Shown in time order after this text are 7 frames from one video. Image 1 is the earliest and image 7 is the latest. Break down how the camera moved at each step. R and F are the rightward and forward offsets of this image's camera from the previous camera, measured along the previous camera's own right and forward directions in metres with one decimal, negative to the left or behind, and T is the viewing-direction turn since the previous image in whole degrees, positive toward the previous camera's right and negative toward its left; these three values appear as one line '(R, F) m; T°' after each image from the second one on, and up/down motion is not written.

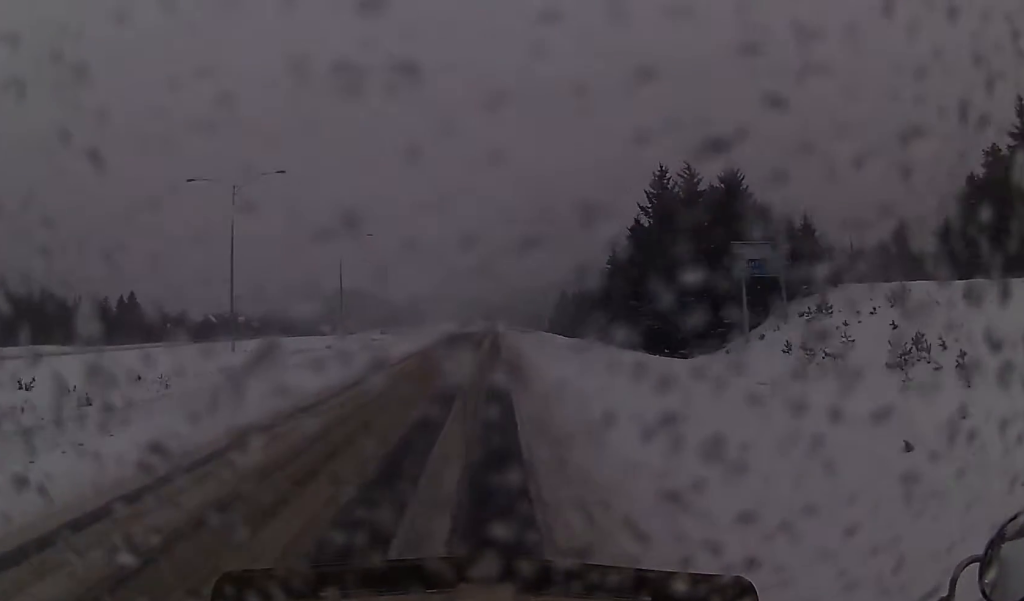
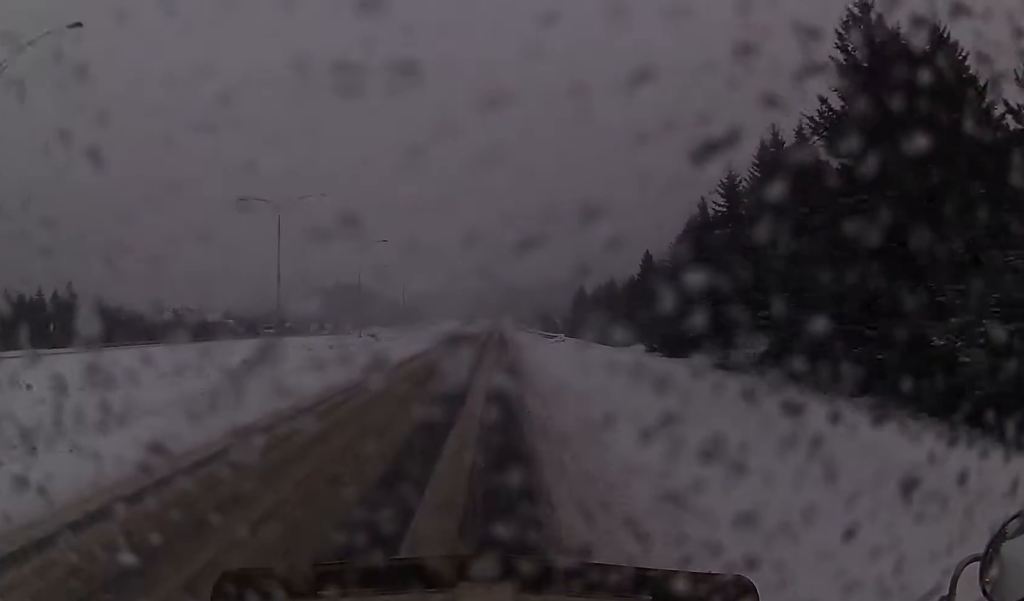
(-0.5, +37.1) m; -1°
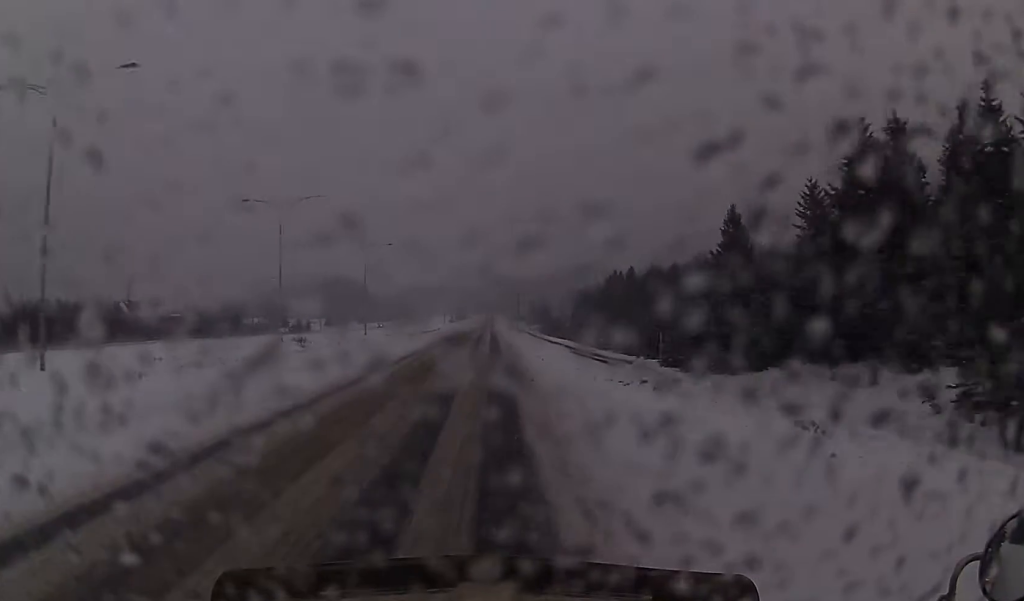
(0.0, +42.8) m; -1°
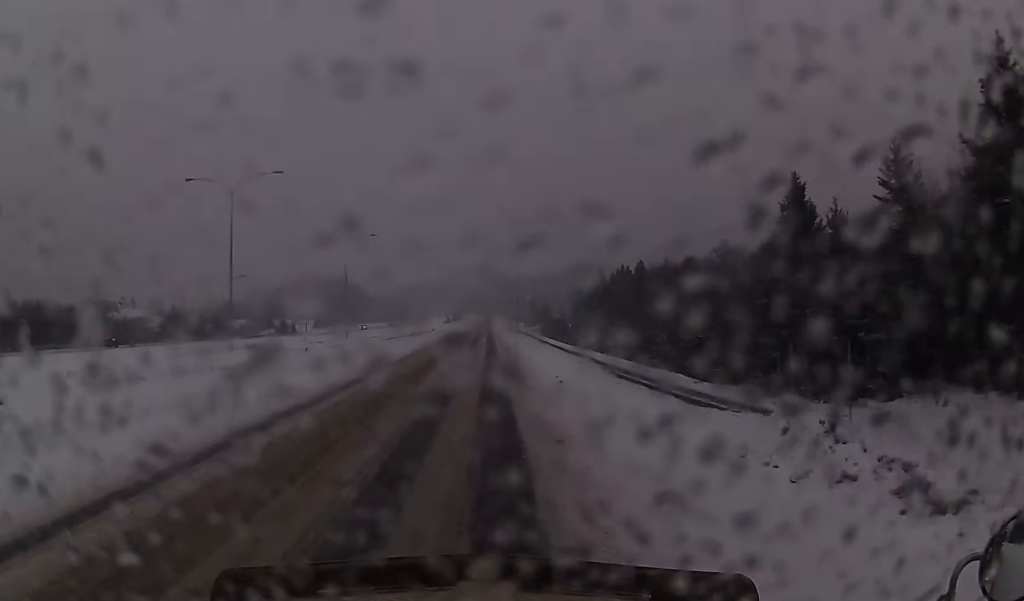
(+0.2, +15.0) m; +1°
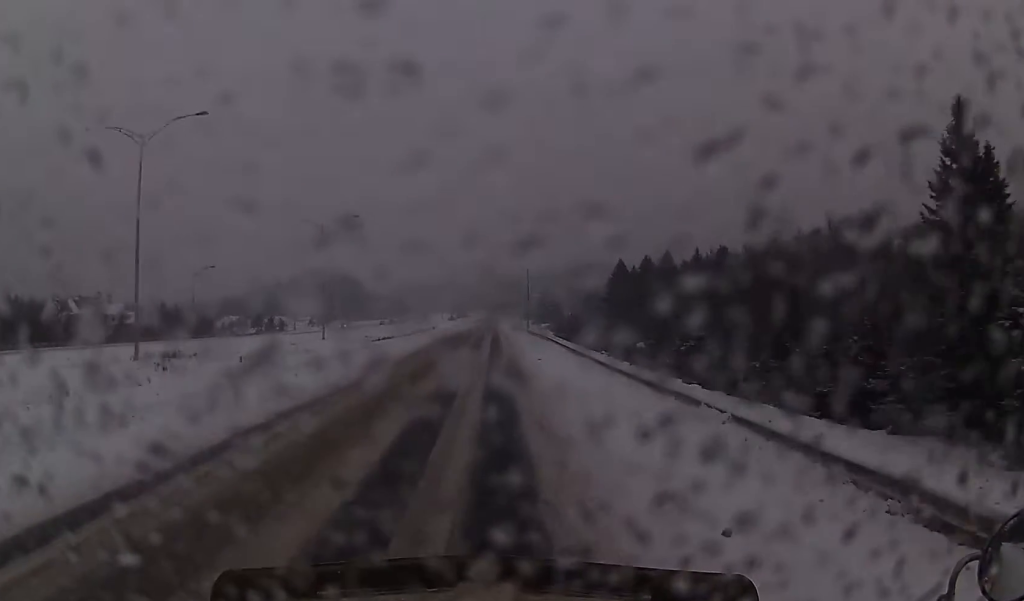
(0.0, +20.2) m; 0°
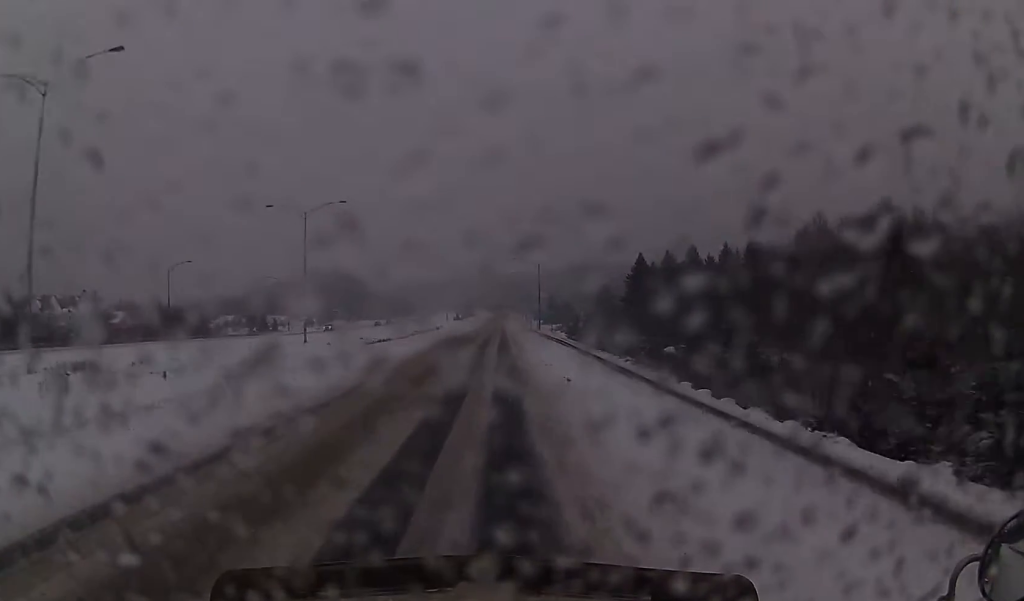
(0.0, +13.4) m; 0°
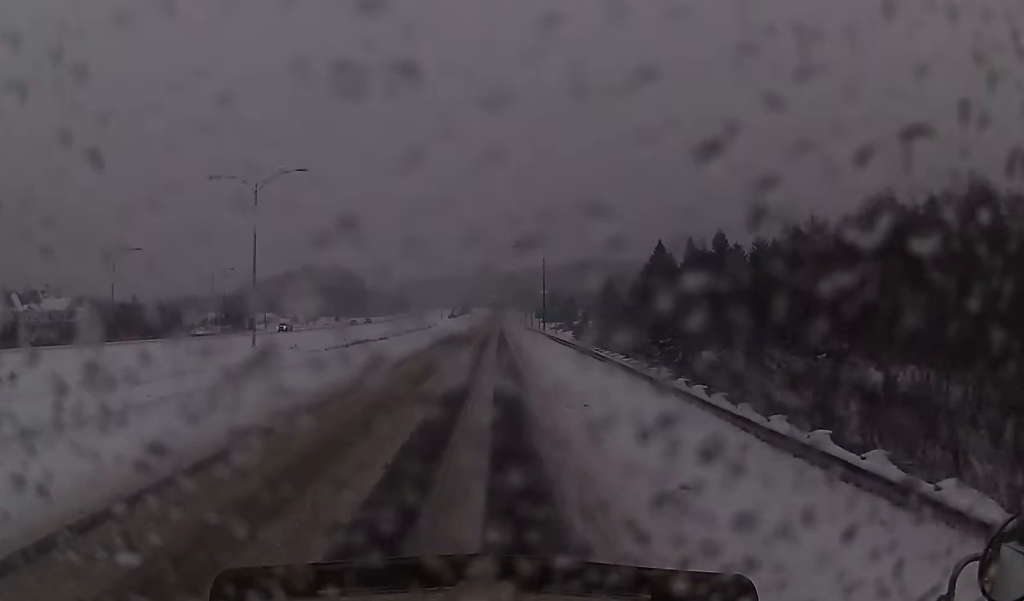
(0.0, +17.8) m; 0°
